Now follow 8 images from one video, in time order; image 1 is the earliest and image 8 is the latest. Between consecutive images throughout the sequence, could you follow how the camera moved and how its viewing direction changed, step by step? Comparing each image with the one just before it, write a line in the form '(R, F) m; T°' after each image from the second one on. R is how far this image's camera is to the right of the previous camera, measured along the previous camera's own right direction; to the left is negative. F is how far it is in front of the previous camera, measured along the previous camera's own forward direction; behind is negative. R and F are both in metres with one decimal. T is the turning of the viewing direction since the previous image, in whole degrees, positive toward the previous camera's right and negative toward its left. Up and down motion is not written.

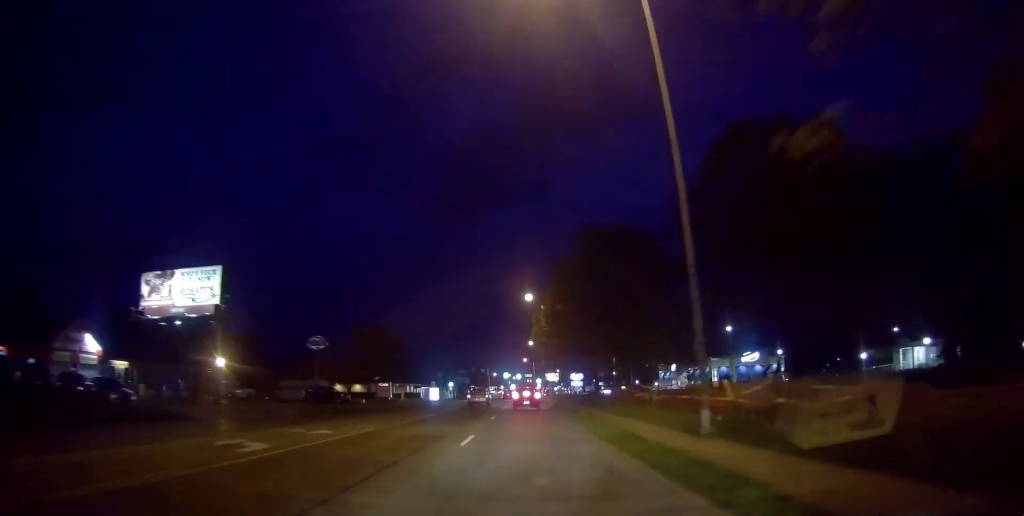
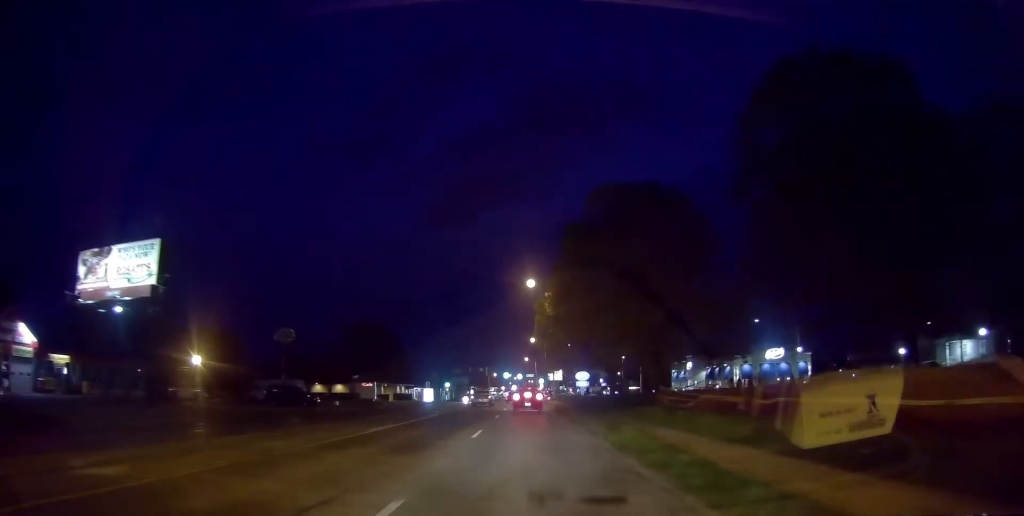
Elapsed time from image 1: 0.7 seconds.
(+0.2, +10.1) m; 0°
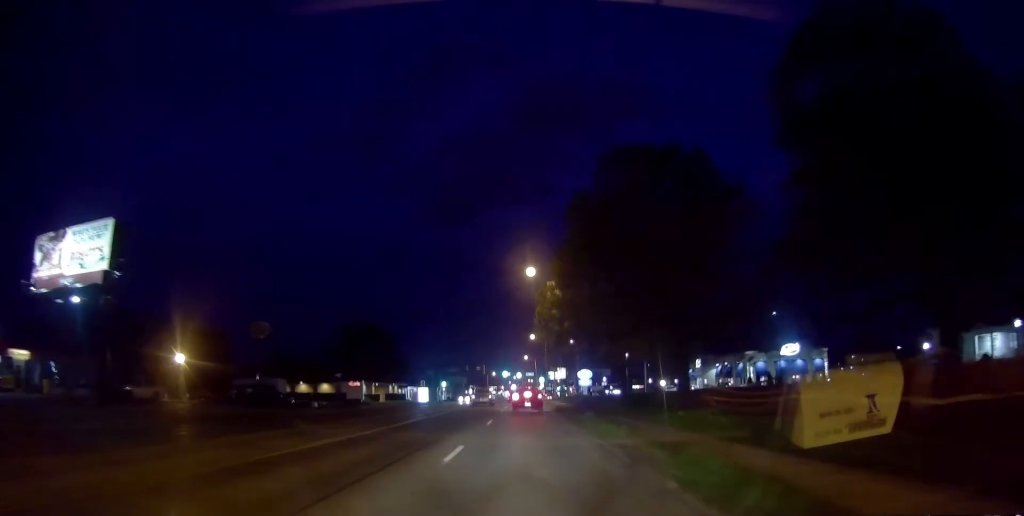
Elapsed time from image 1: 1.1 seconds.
(-0.2, +5.4) m; -1°
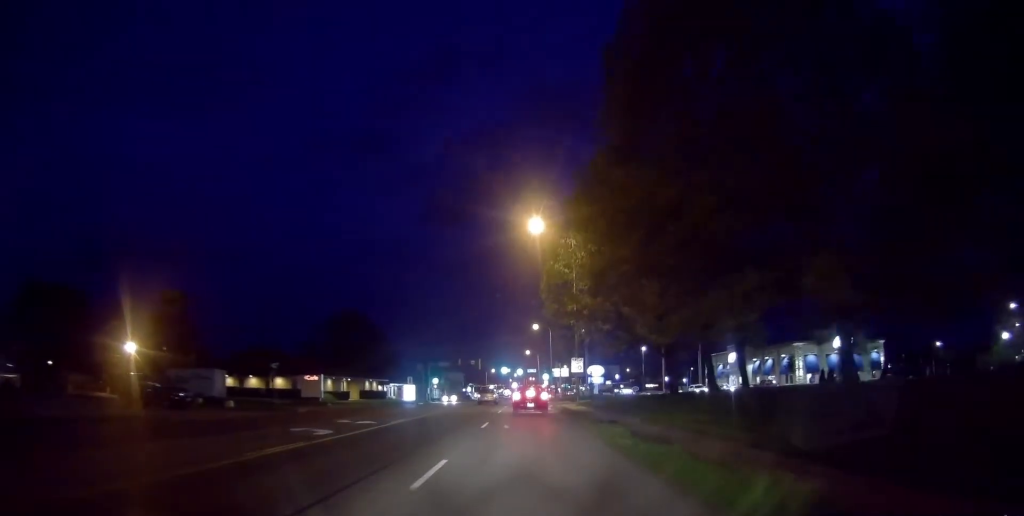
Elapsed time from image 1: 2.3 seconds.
(-0.3, +15.1) m; -1°
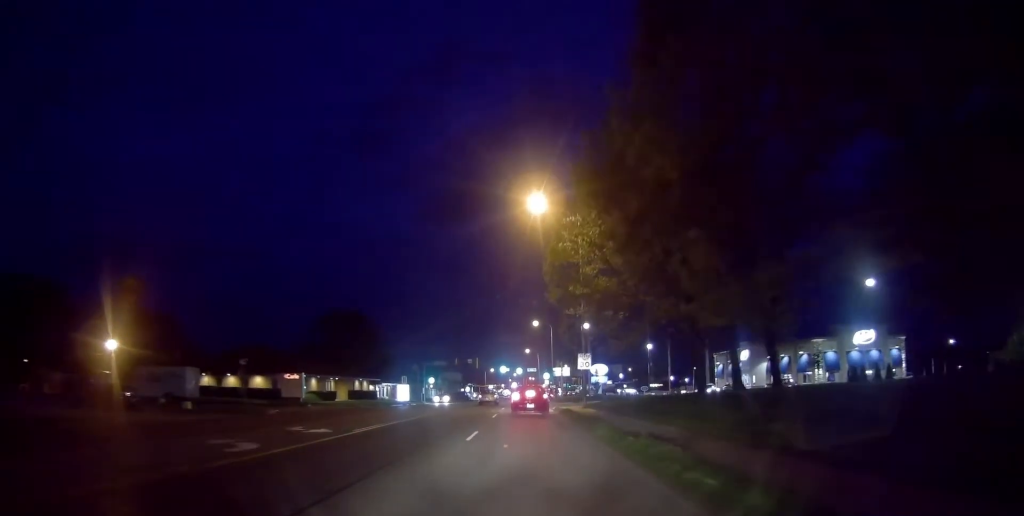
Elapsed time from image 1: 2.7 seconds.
(0.0, +4.9) m; 0°
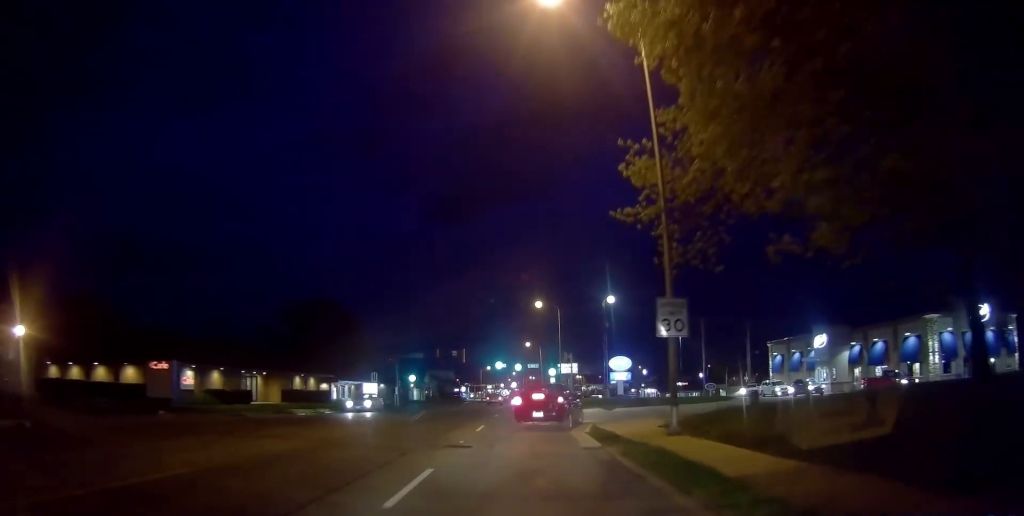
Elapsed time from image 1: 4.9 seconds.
(0.0, +22.1) m; 0°
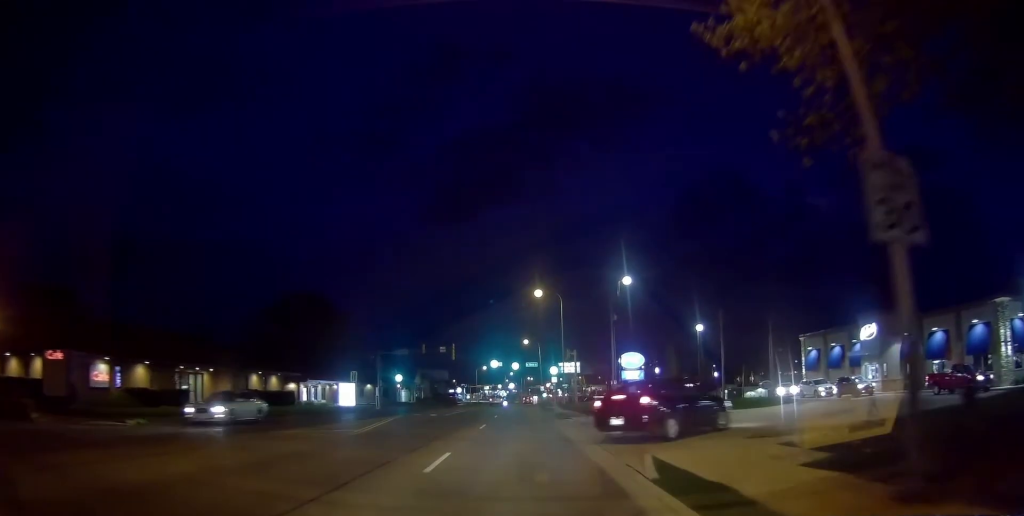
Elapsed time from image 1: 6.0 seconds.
(0.0, +8.7) m; -2°
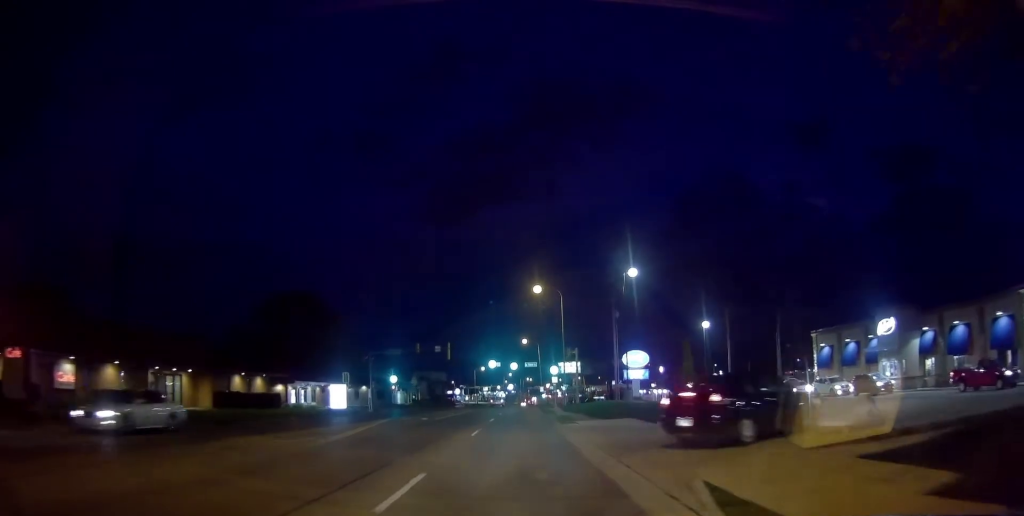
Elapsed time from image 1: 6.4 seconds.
(+0.1, +3.0) m; -2°
